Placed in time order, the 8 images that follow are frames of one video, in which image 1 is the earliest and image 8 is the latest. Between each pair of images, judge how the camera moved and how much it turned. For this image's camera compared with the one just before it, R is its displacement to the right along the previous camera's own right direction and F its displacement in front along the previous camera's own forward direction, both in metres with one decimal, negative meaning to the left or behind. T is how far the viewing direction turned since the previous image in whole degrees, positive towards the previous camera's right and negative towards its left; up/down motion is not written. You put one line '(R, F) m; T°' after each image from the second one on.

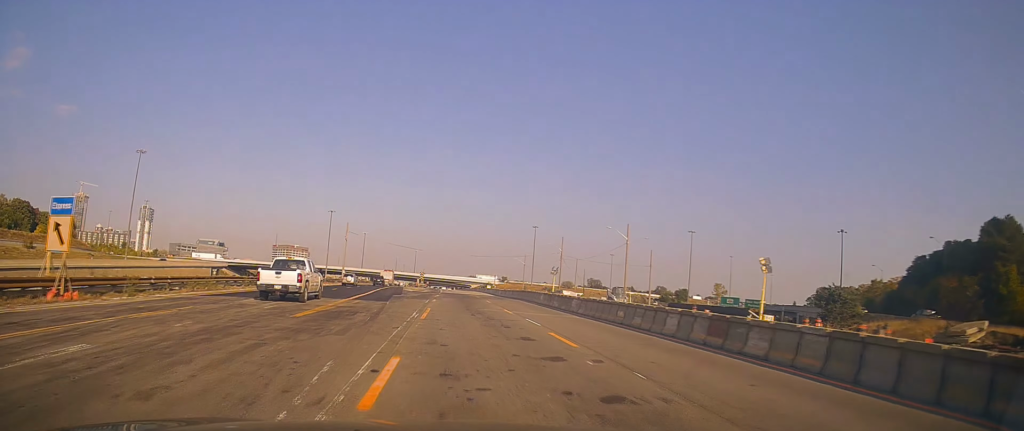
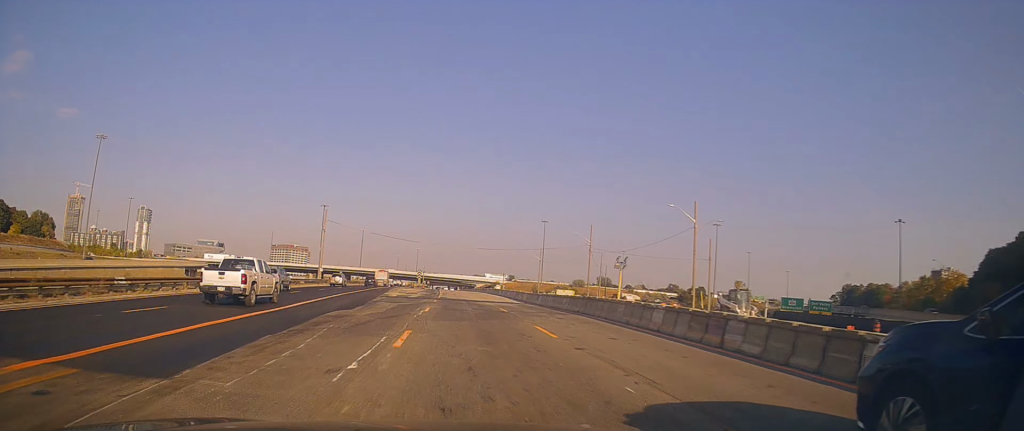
(-0.2, +22.5) m; 0°
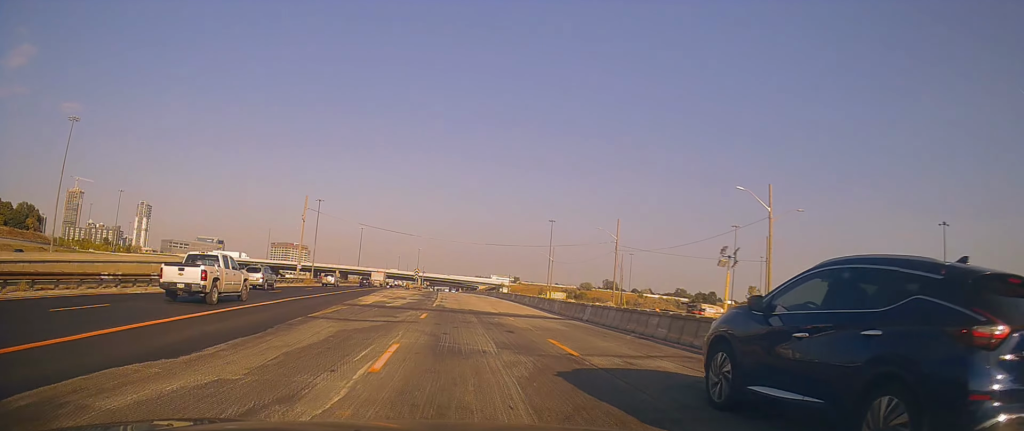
(-0.1, +14.6) m; 0°
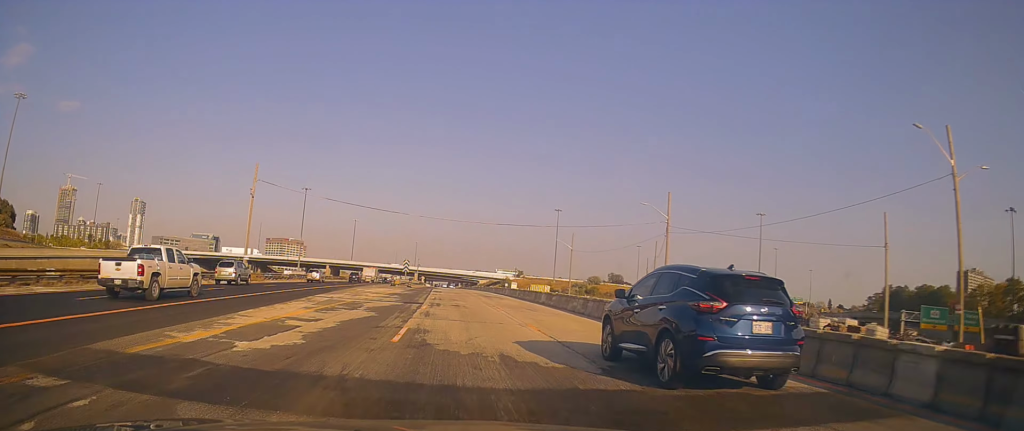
(+0.4, +20.5) m; 0°
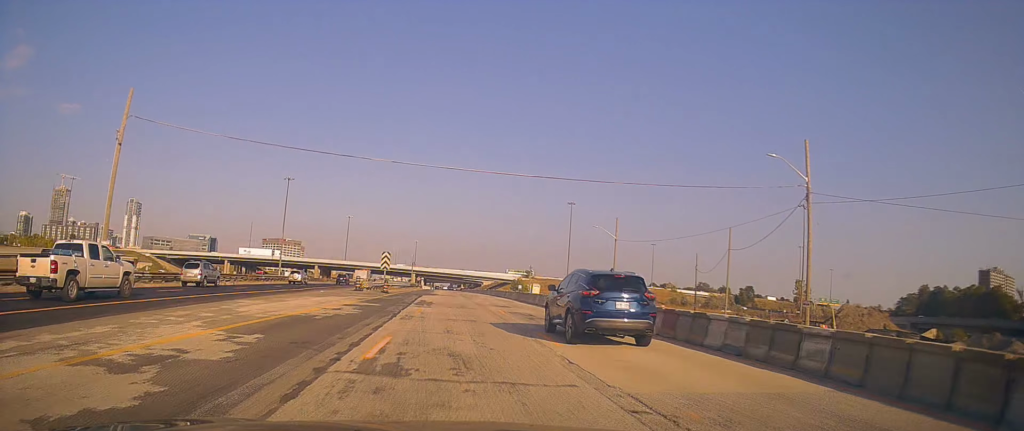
(-0.6, +26.6) m; -1°
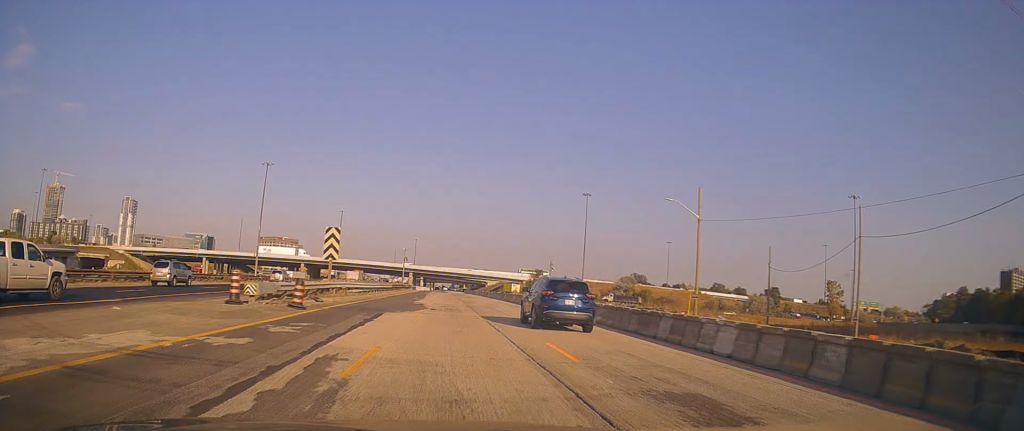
(0.0, +25.9) m; 0°
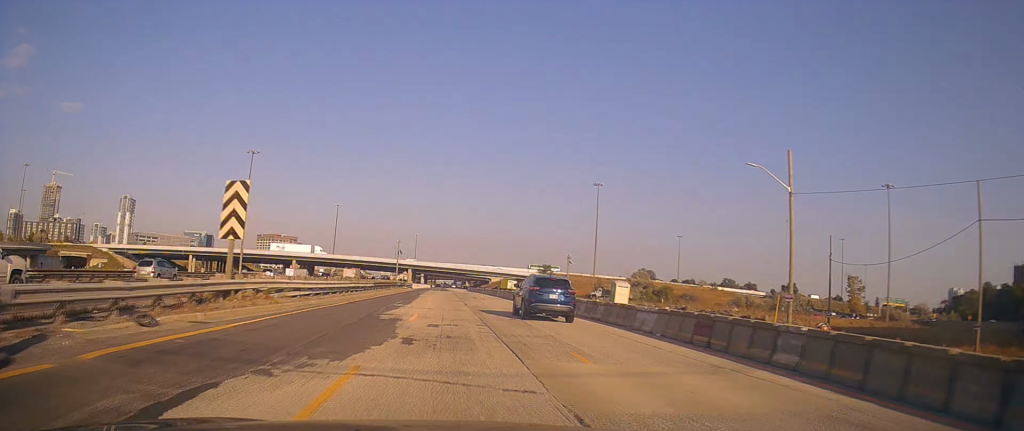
(0.0, +14.7) m; 0°
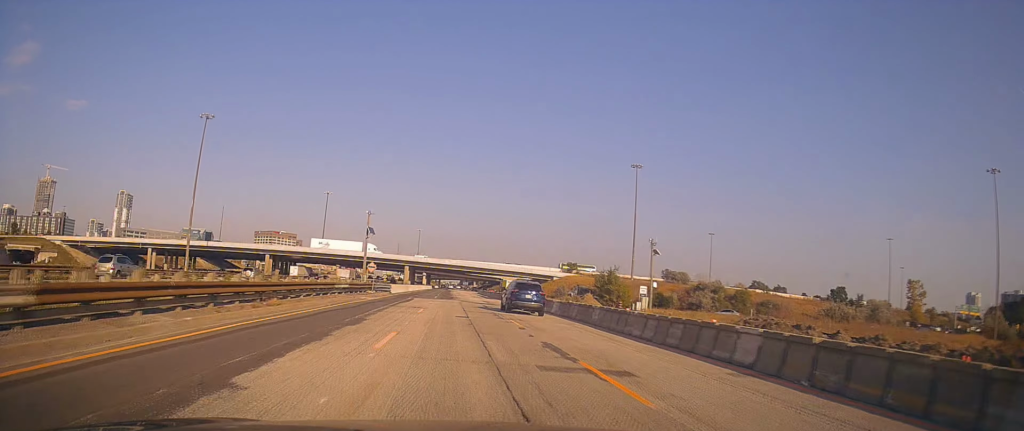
(+0.1, +37.3) m; +1°
